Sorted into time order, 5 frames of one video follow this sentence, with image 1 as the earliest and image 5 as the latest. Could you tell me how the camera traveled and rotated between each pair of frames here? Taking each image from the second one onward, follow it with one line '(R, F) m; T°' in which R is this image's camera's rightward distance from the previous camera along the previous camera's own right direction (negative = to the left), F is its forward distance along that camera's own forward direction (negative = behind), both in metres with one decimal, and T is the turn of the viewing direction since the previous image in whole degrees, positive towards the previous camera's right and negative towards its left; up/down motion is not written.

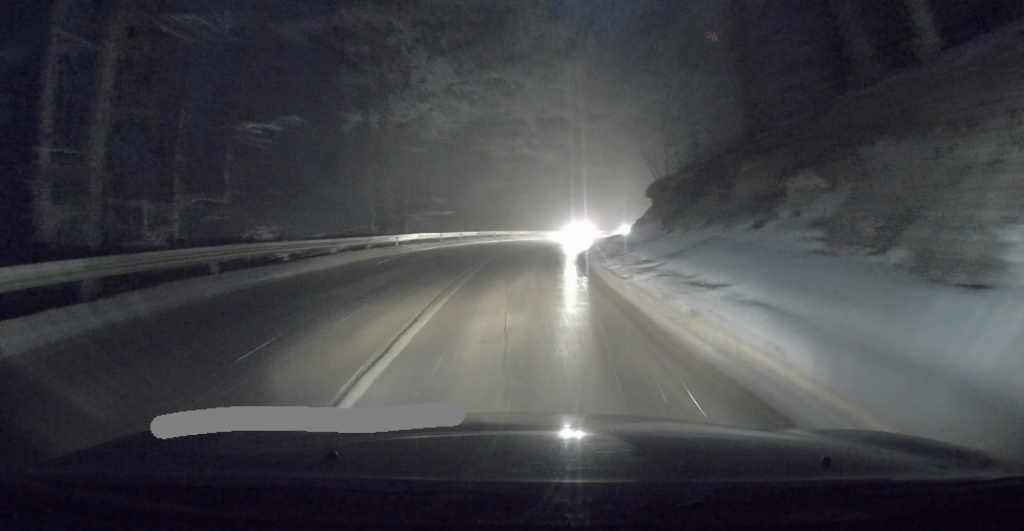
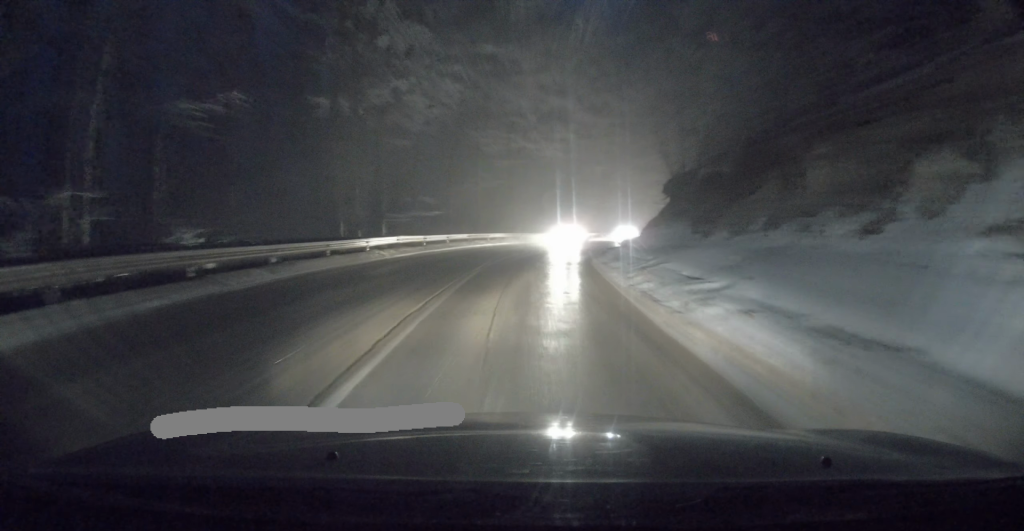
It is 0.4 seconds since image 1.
(+0.1, +4.3) m; +1°
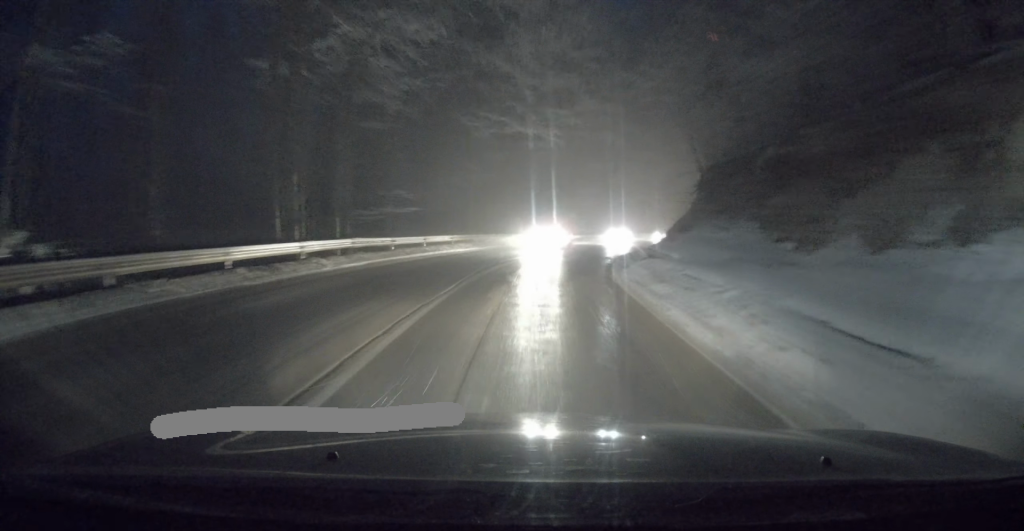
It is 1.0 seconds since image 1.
(+0.2, +6.0) m; +1°
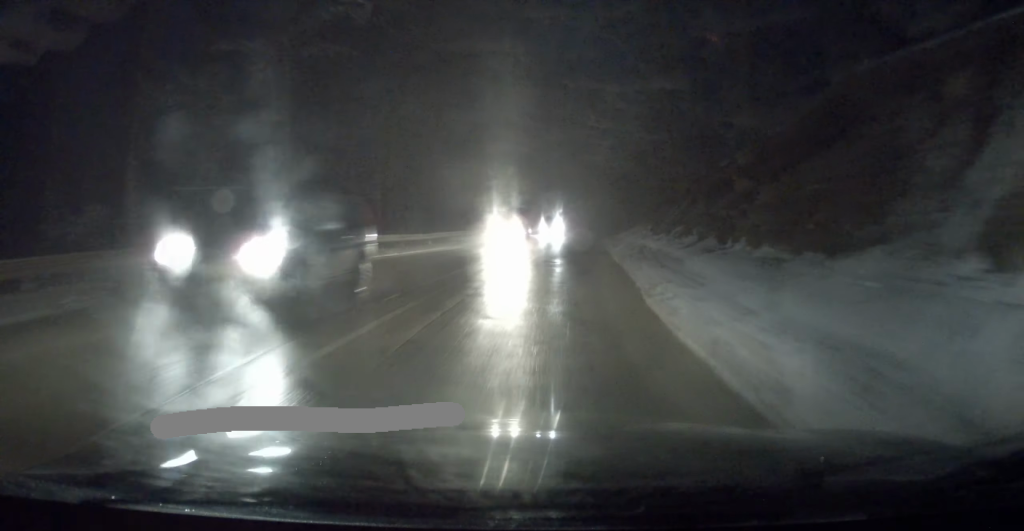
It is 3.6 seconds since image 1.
(+2.4, +27.1) m; +12°
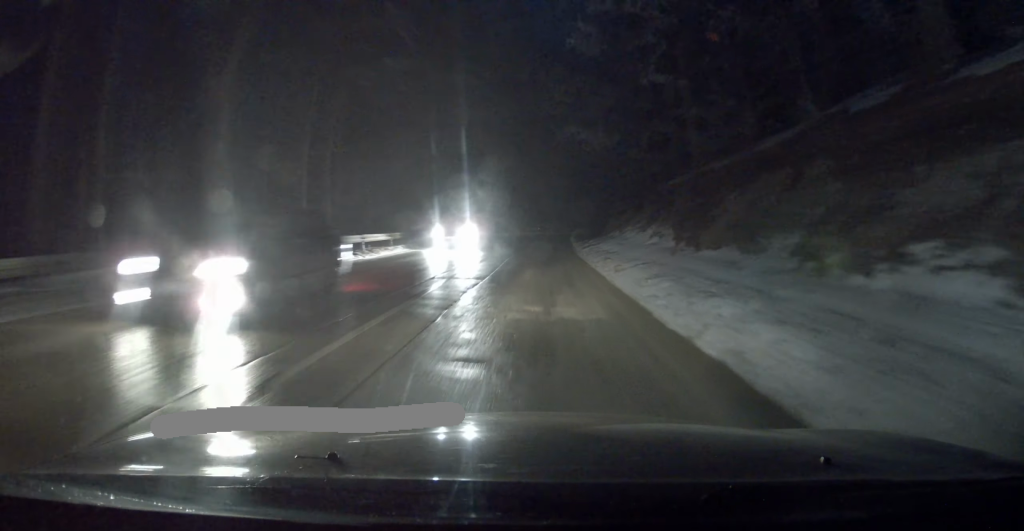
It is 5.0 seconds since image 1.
(+0.6, +14.7) m; +2°
